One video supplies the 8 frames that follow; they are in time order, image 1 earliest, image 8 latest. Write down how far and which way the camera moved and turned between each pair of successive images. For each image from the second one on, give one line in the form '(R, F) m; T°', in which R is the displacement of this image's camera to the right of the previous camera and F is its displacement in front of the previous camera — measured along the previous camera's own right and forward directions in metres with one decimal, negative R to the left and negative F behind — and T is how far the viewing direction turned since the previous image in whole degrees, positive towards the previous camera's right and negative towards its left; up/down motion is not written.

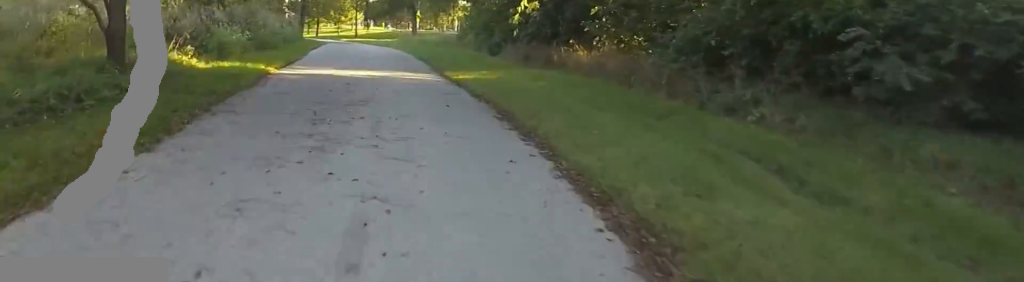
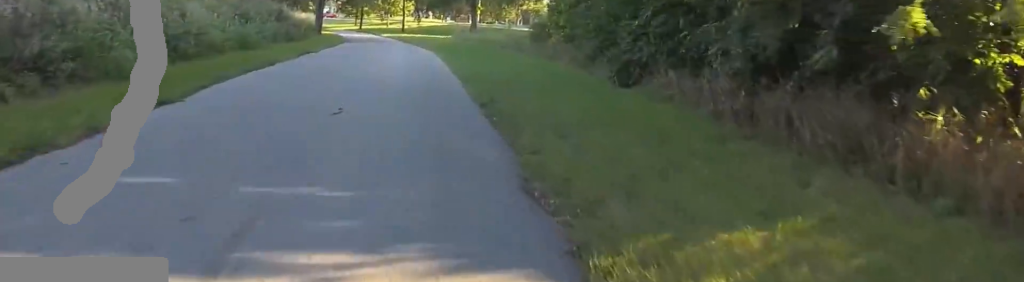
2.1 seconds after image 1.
(-1.3, +11.5) m; -10°
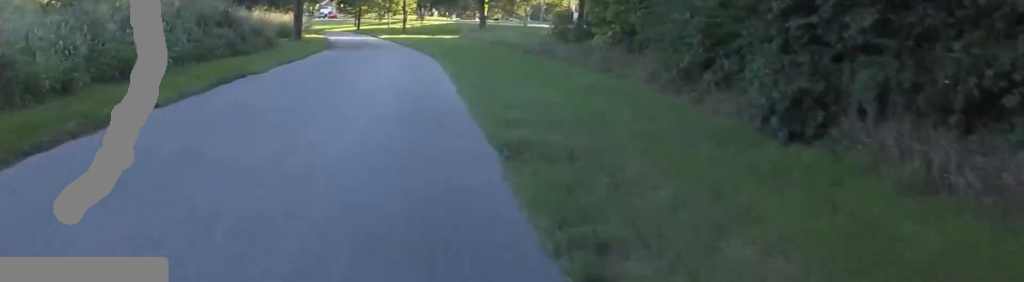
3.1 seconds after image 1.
(-0.2, +5.5) m; +2°
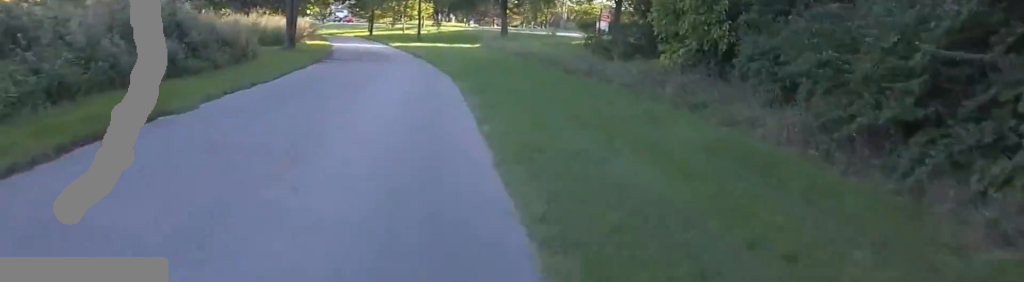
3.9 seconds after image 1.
(+0.3, +4.2) m; +3°
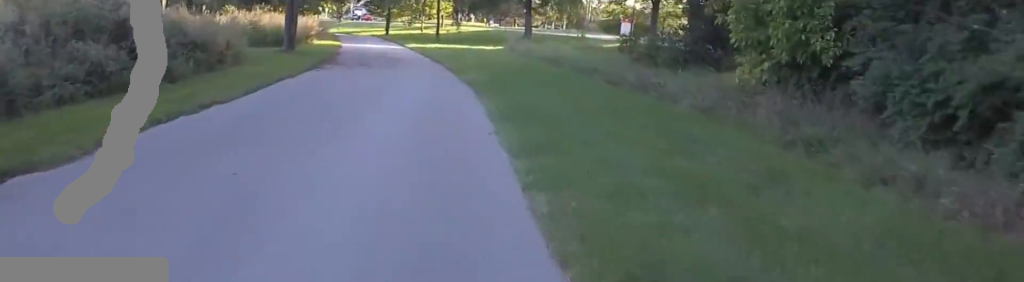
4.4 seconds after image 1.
(0.0, +3.0) m; -5°
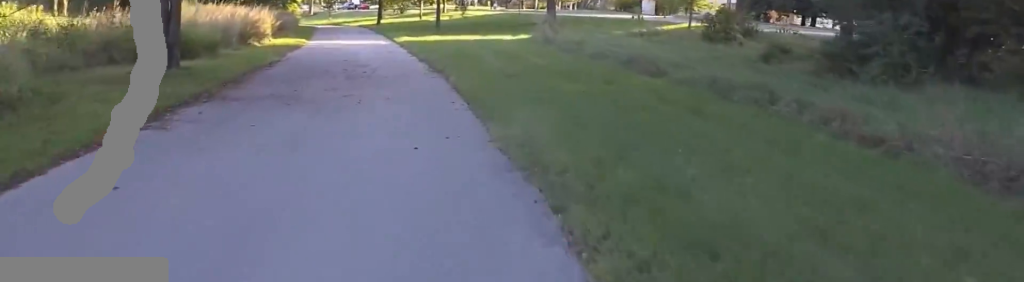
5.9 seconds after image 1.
(-1.2, +9.1) m; -5°
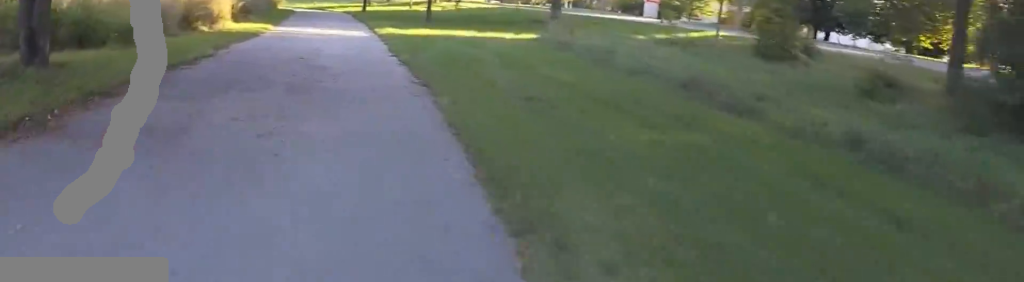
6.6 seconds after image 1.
(+0.6, +3.5) m; +1°
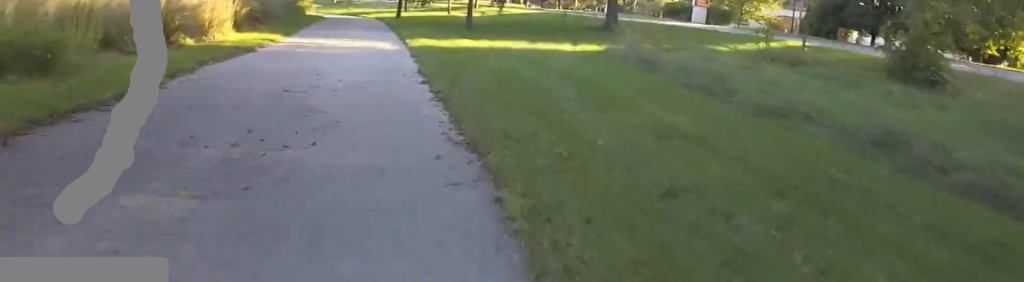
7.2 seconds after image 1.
(-0.1, +3.6) m; -2°
